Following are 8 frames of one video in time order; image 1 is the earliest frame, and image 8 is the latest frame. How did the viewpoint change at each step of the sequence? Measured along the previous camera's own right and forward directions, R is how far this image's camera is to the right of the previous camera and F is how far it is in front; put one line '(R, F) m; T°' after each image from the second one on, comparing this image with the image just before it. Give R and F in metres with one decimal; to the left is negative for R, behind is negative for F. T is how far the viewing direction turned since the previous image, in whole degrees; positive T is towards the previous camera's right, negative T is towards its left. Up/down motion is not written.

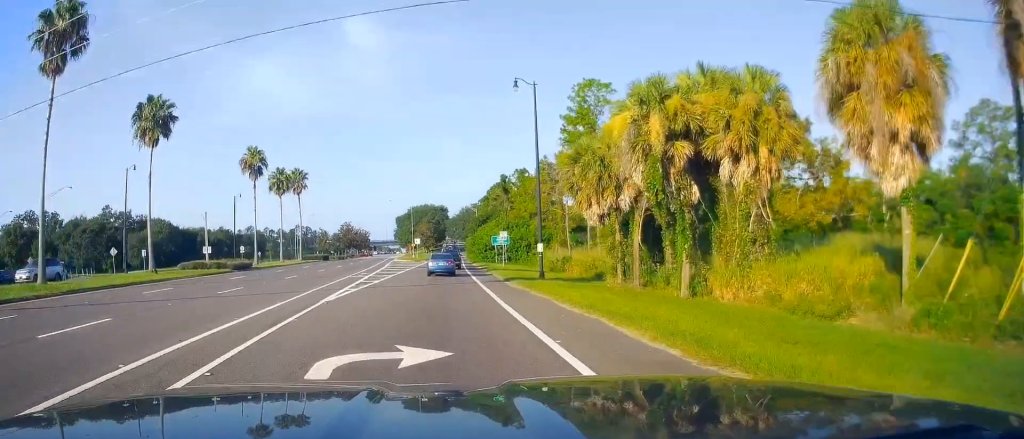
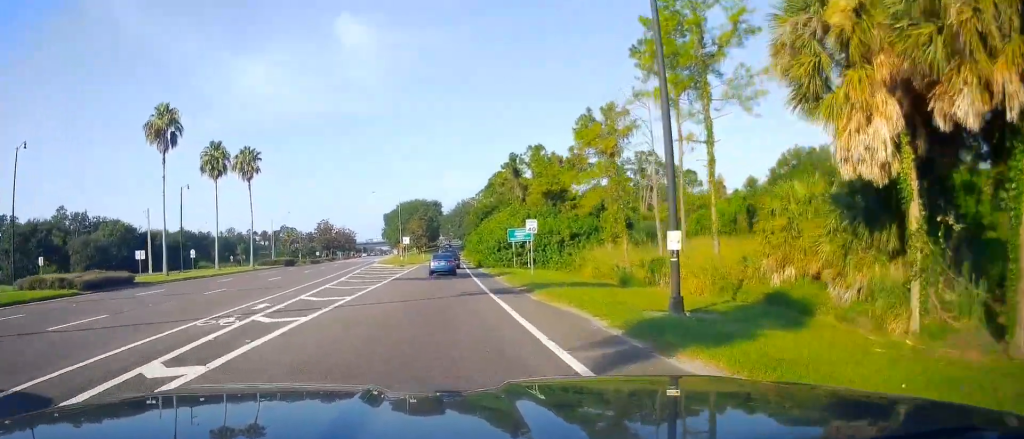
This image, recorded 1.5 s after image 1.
(0.0, +21.9) m; 0°
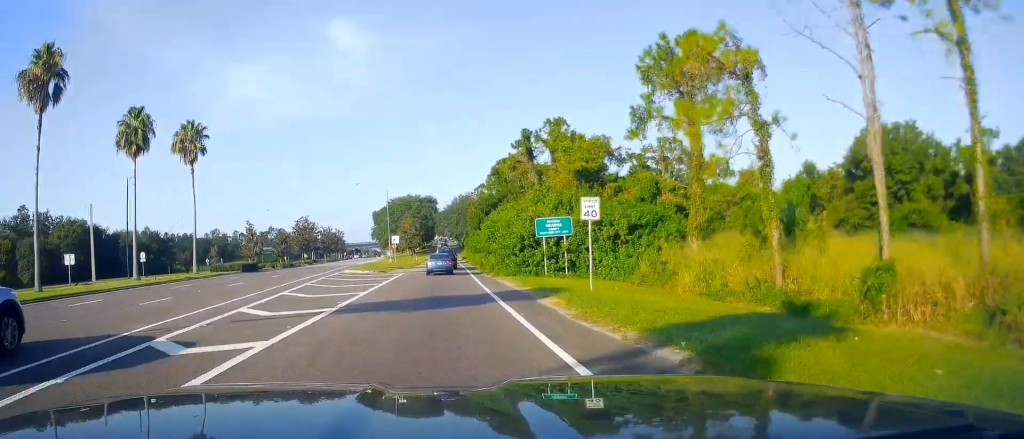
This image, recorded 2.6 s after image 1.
(0.0, +16.4) m; +1°
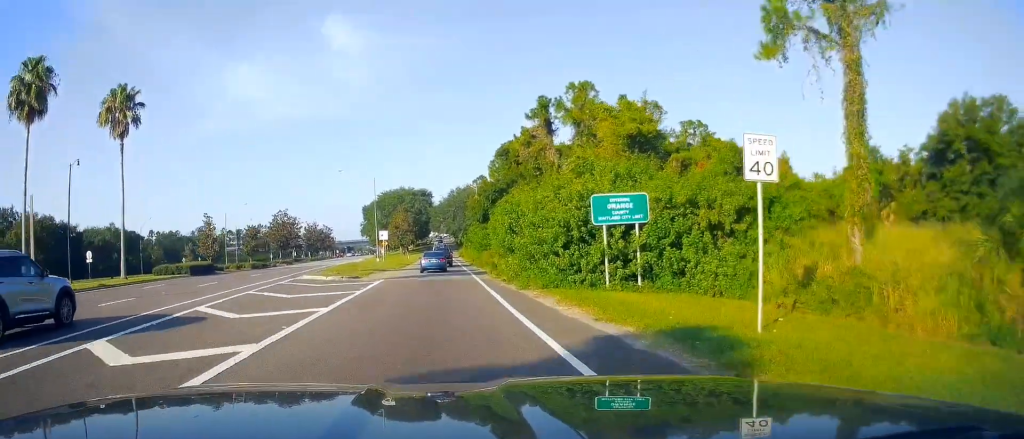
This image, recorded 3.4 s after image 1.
(+0.1, +13.0) m; +1°
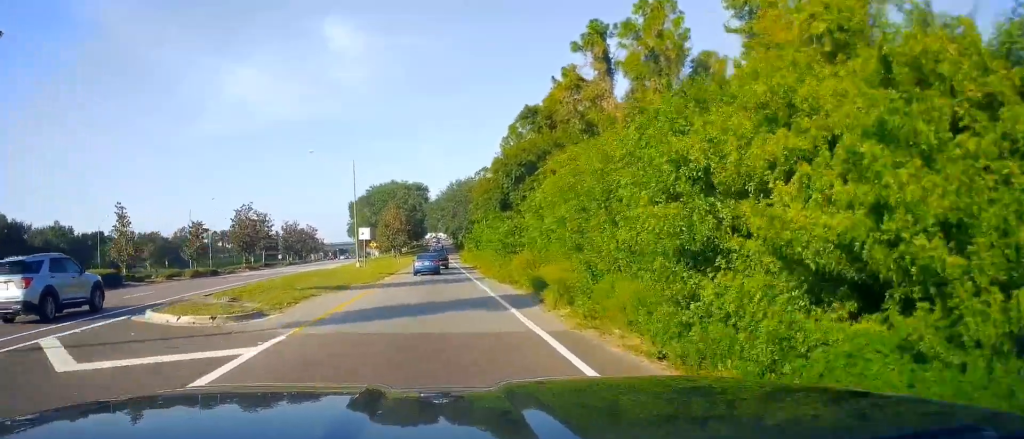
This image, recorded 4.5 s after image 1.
(0.0, +17.9) m; -1°
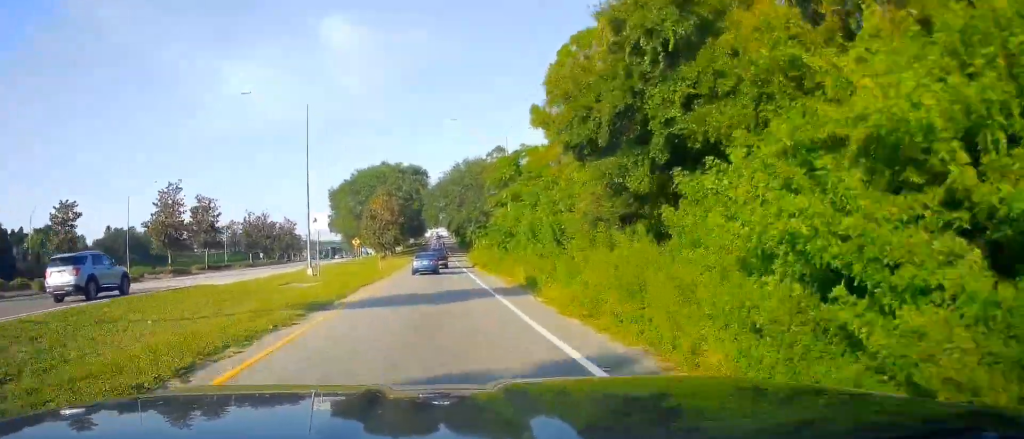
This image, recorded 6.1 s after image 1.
(-0.2, +25.3) m; +1°
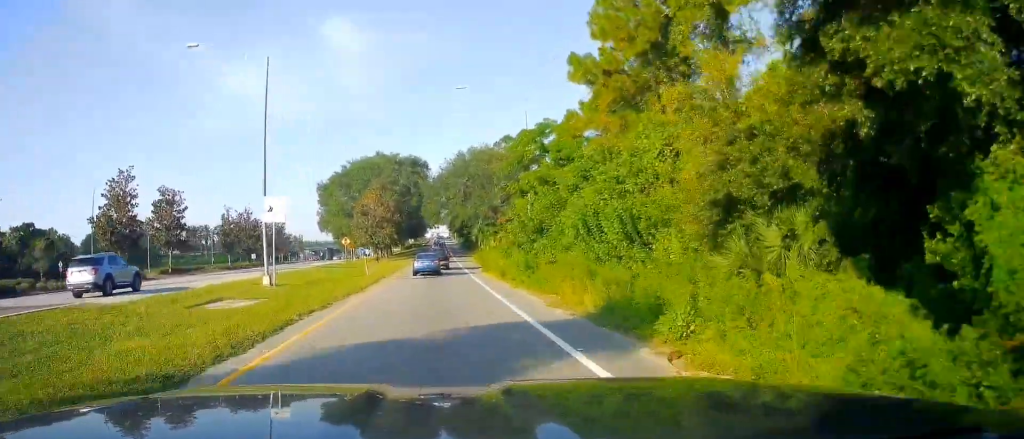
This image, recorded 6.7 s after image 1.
(+0.3, +11.4) m; -1°
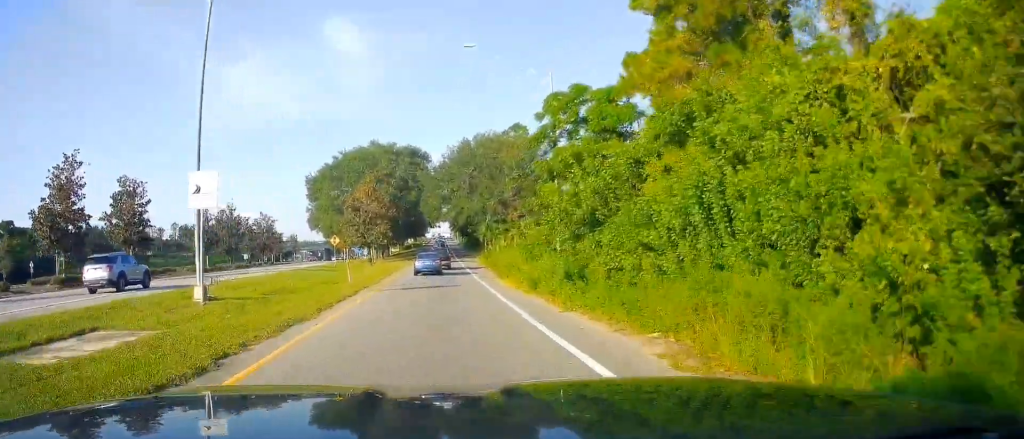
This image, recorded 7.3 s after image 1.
(-0.1, +9.6) m; 0°
